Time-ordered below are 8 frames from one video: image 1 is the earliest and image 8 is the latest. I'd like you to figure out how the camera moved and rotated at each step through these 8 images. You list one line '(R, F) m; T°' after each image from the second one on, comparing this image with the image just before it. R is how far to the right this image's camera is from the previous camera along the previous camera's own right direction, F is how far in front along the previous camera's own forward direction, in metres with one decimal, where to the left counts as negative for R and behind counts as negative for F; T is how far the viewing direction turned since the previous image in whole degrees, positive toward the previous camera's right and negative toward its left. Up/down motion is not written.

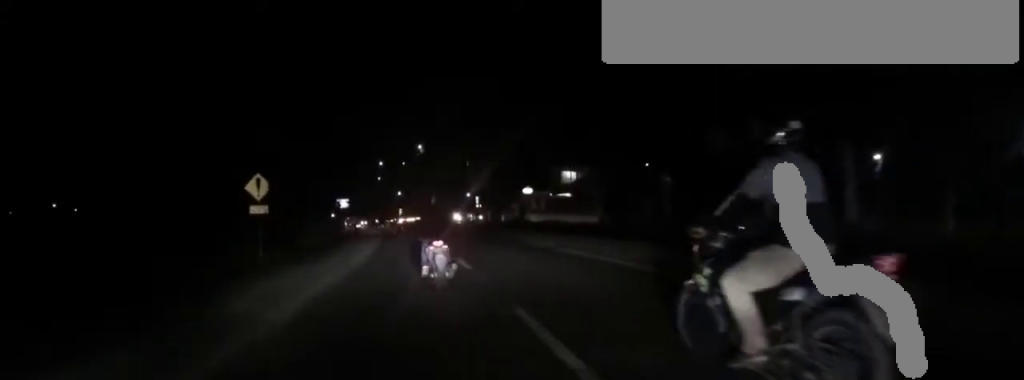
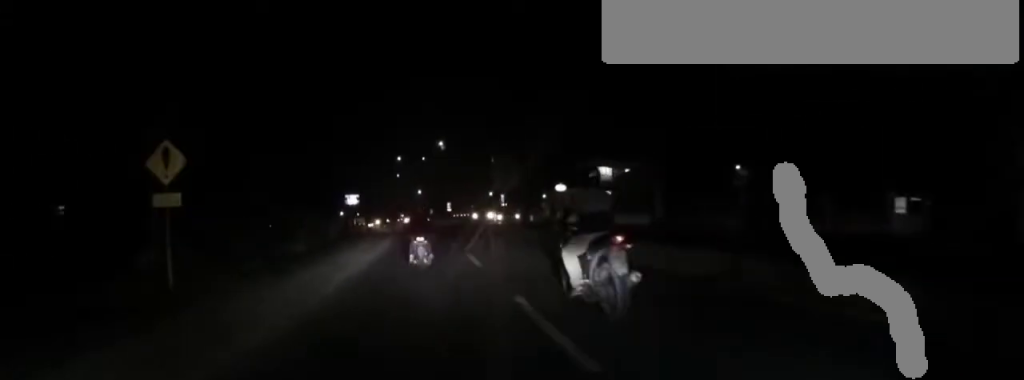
(-0.4, +7.3) m; -2°
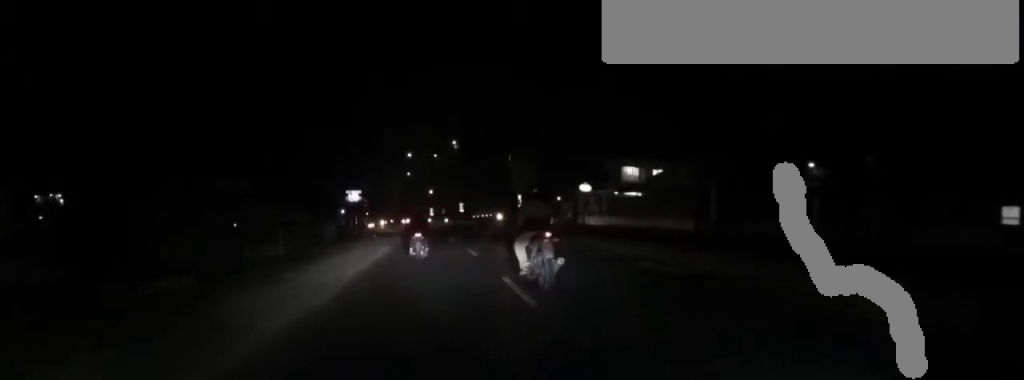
(+0.3, +5.9) m; +1°
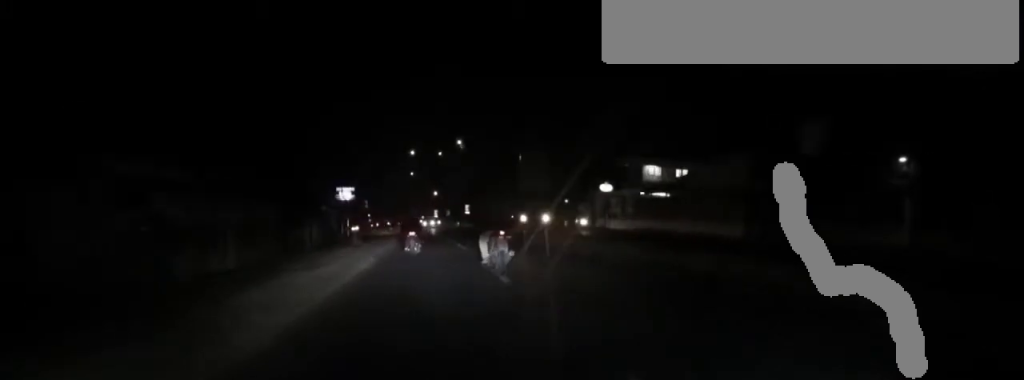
(-0.1, +6.0) m; 0°
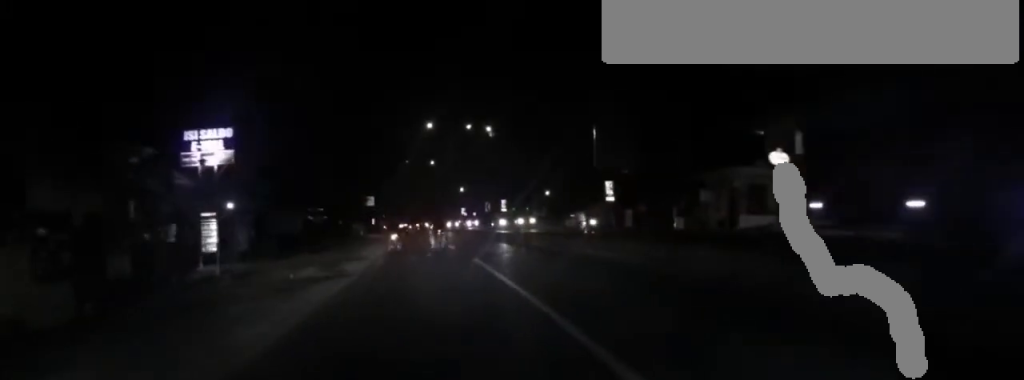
(-0.7, +24.9) m; -2°
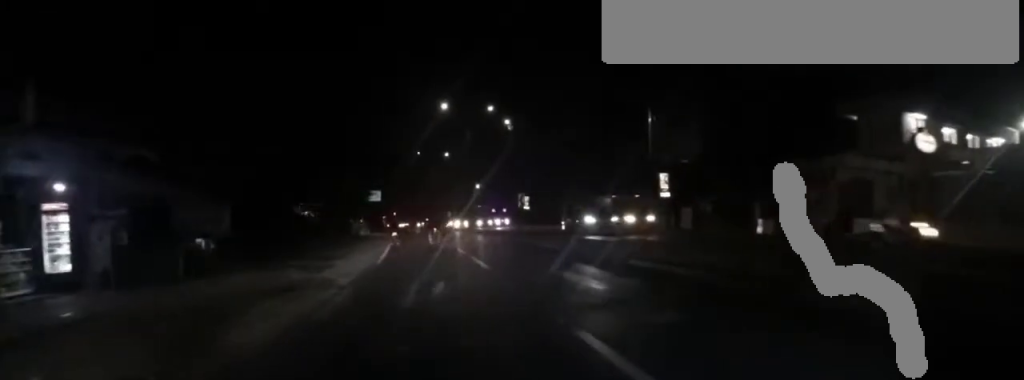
(+0.4, +9.2) m; +2°
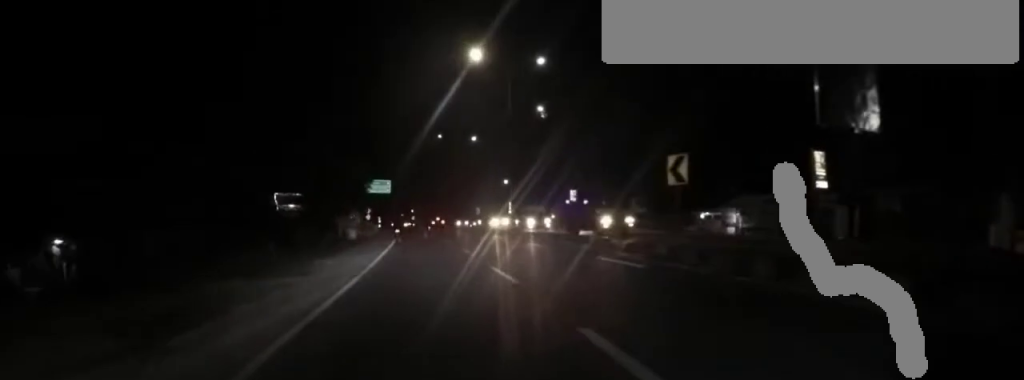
(-0.2, +15.7) m; -2°
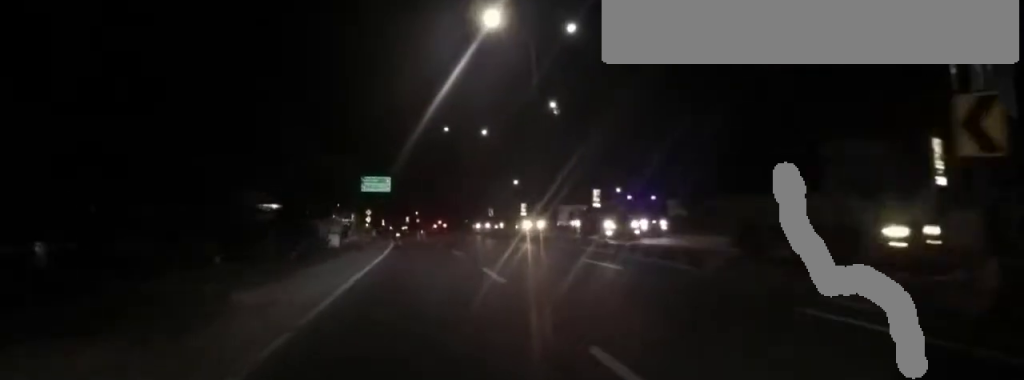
(0.0, +7.0) m; 0°
